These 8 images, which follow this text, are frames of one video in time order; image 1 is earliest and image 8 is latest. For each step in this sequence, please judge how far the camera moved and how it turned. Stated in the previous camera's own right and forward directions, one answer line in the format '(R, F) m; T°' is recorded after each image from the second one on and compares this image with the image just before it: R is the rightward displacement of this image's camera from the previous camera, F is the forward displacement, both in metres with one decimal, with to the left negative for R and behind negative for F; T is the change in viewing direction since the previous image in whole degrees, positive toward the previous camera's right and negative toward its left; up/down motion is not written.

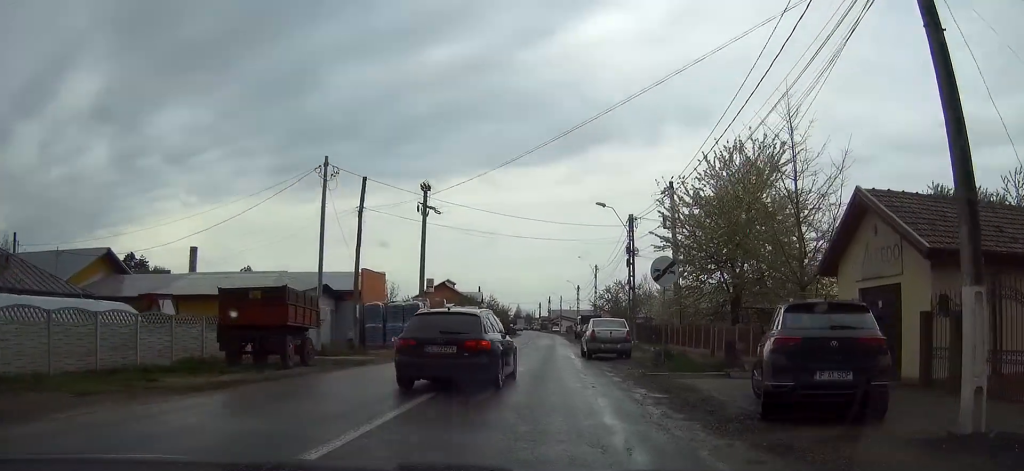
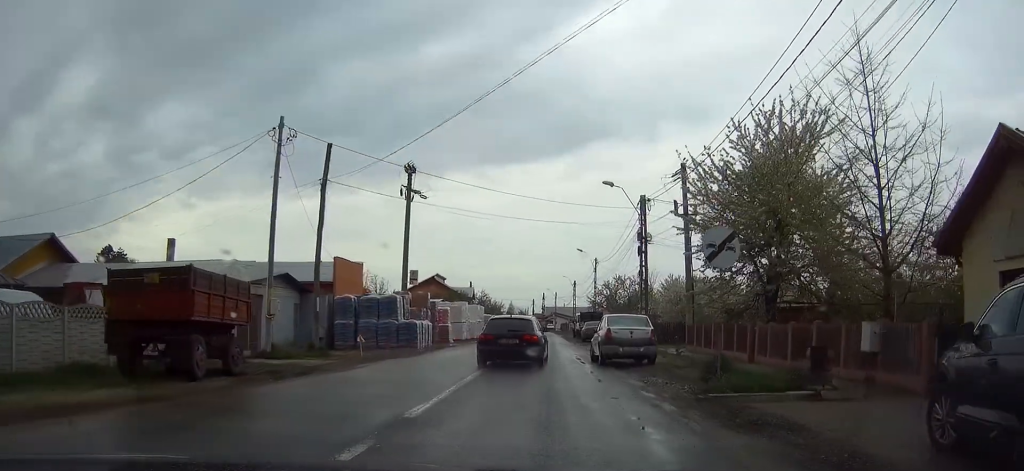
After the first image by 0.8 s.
(0.0, +5.2) m; +3°
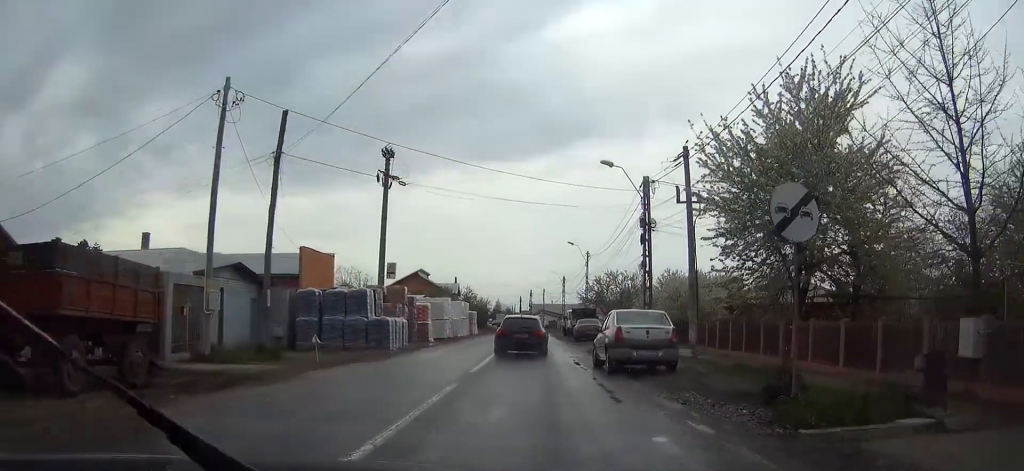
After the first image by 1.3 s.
(+0.2, +3.9) m; +2°
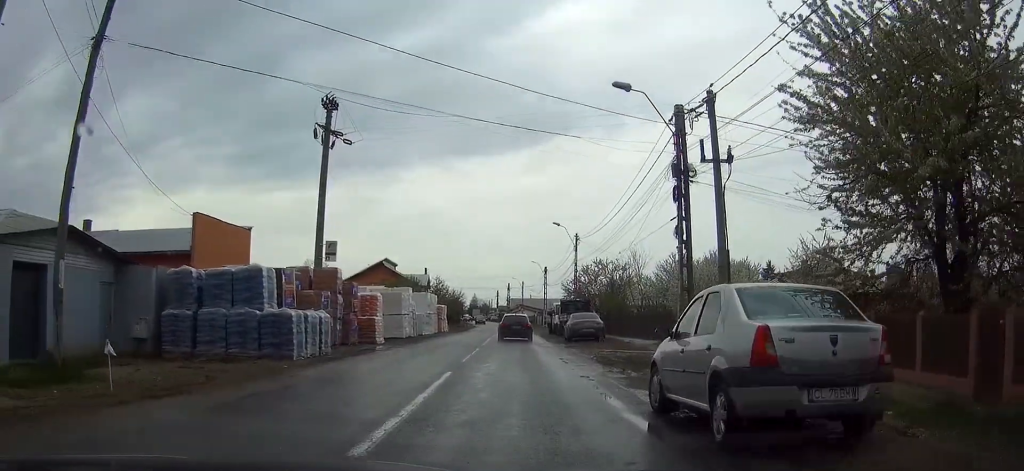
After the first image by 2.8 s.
(+0.2, +9.8) m; +1°
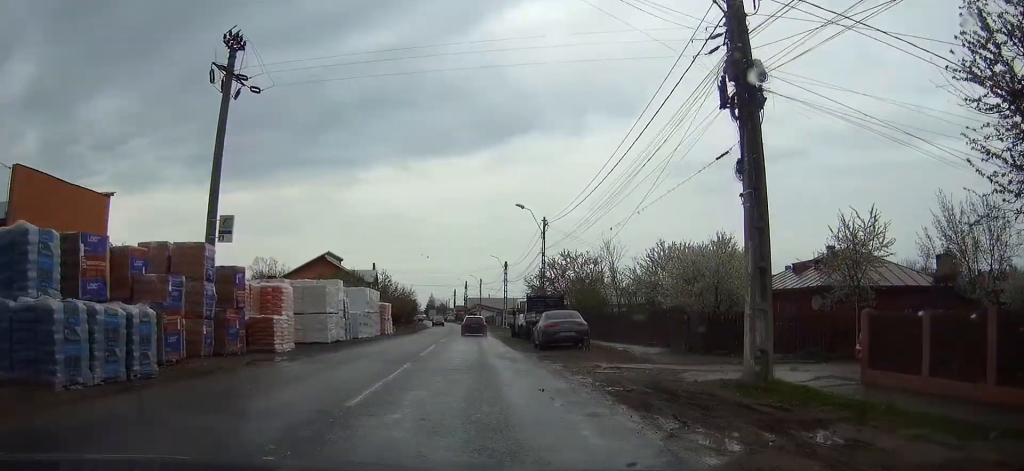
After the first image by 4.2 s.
(+0.2, +9.1) m; +5°
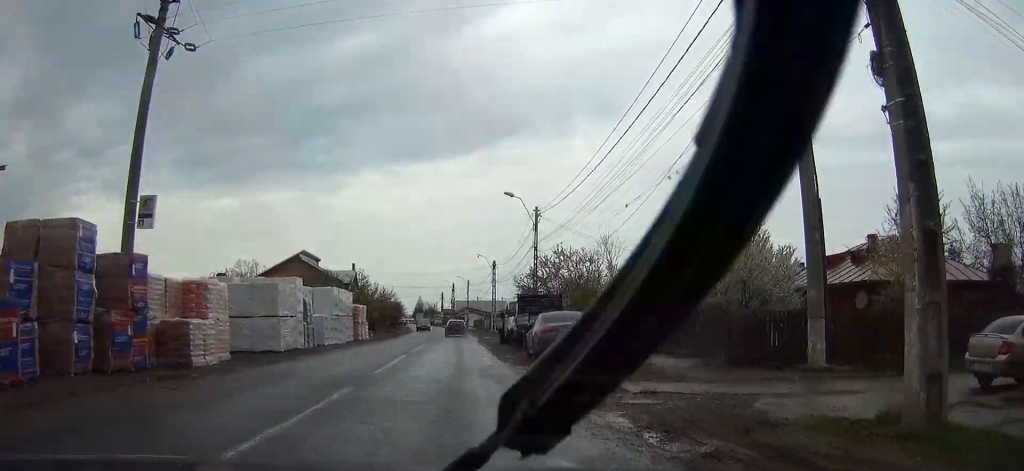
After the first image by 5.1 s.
(+0.4, +5.9) m; +4°
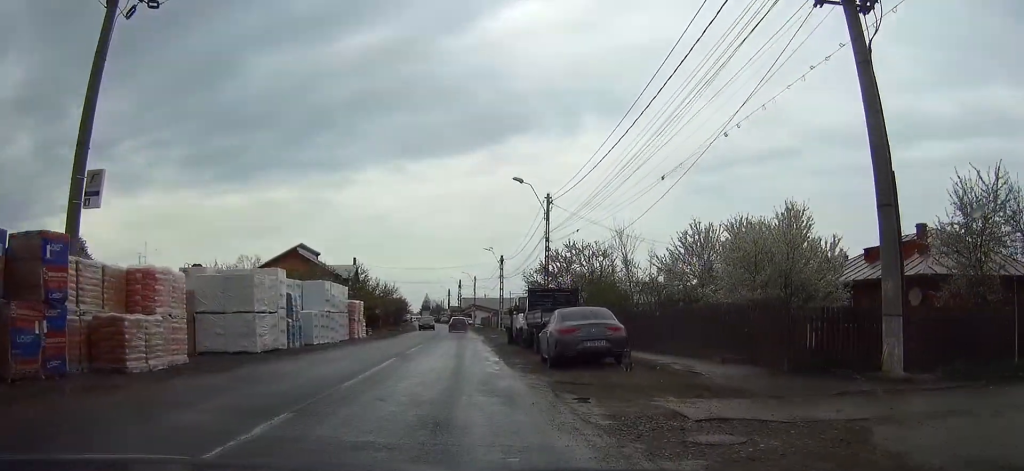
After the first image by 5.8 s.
(+0.2, +3.9) m; -1°
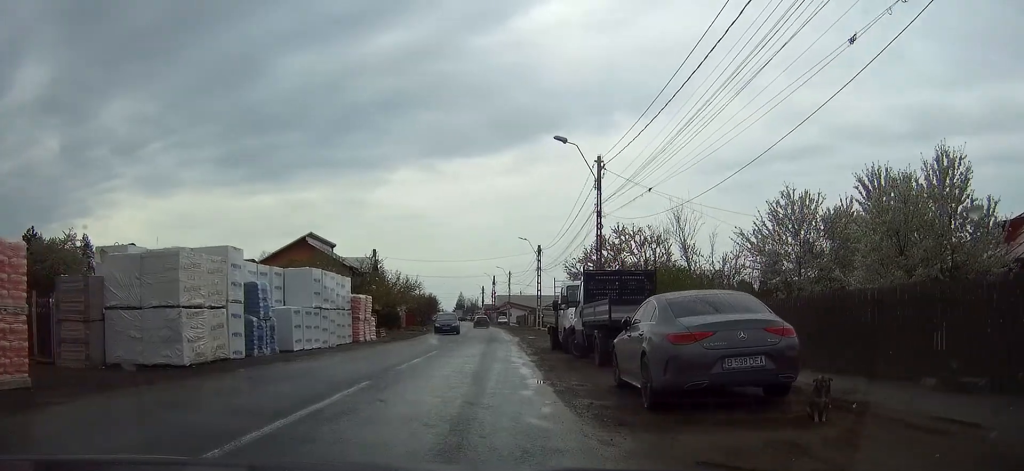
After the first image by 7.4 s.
(-0.6, +8.7) m; -7°
